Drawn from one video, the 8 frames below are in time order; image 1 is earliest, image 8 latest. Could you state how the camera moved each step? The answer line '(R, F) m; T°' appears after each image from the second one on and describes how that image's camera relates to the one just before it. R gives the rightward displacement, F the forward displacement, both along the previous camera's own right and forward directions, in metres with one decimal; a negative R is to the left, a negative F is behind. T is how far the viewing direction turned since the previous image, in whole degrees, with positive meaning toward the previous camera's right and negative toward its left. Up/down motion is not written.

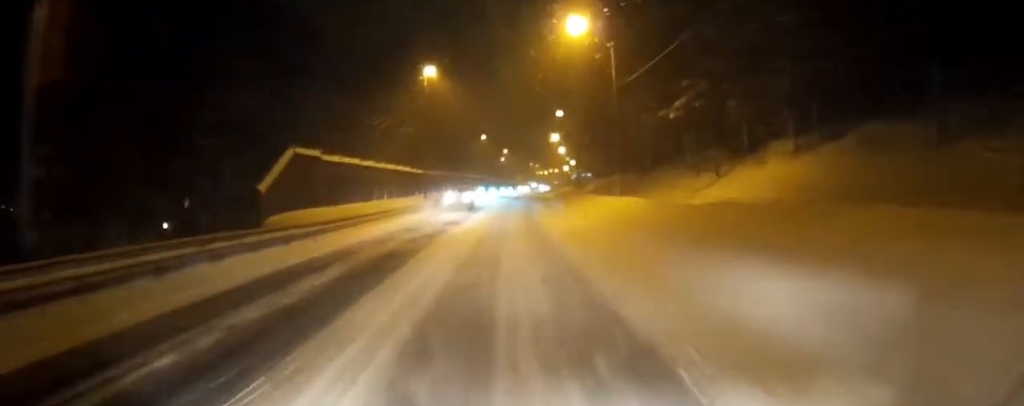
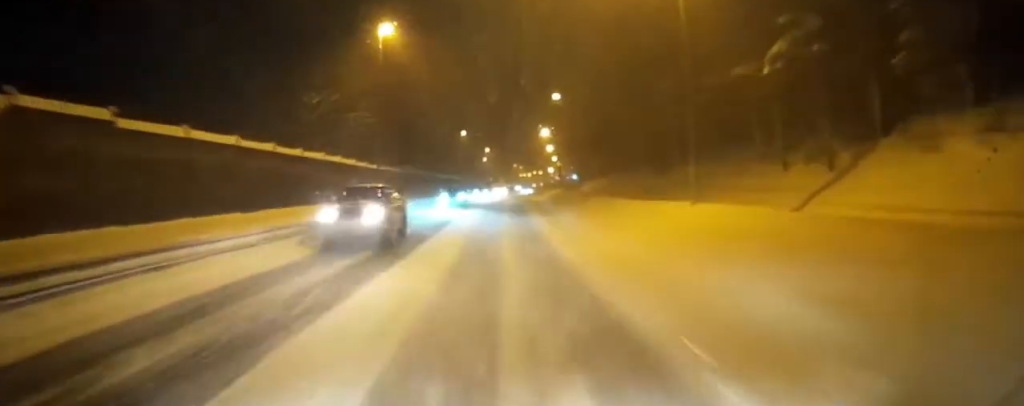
(+0.1, +13.2) m; +1°
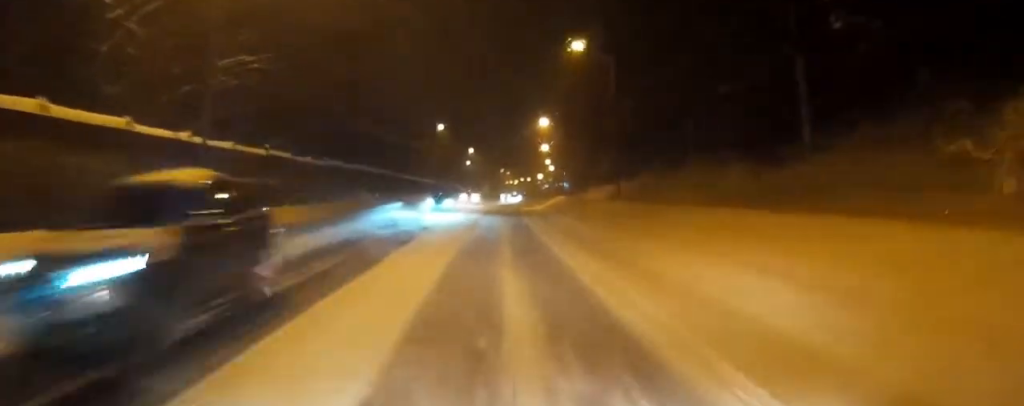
(+0.2, +19.9) m; 0°
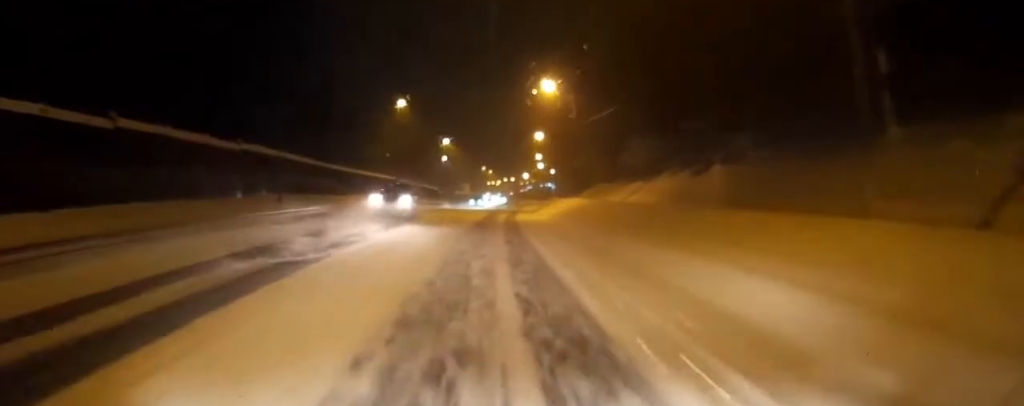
(+0.1, +22.6) m; +2°
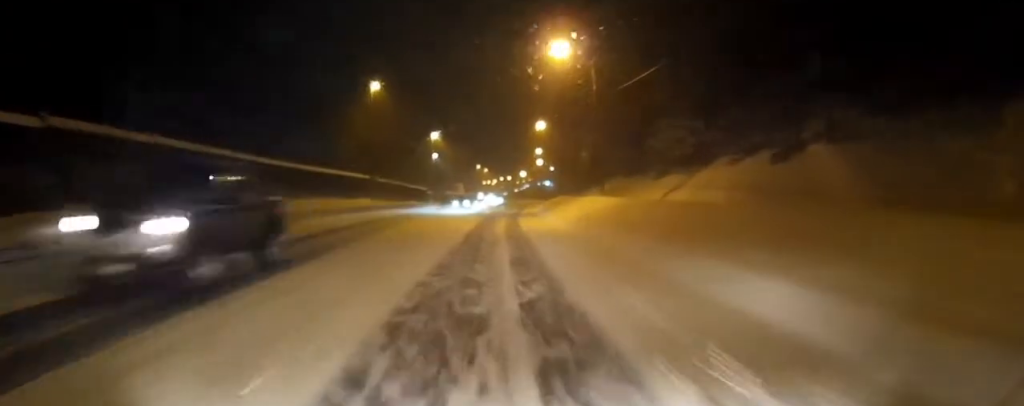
(+0.2, +11.3) m; +1°
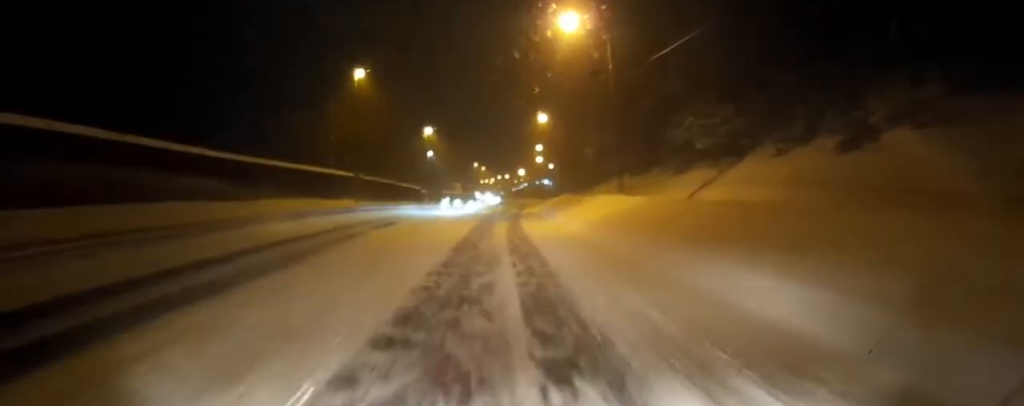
(0.0, +5.2) m; 0°
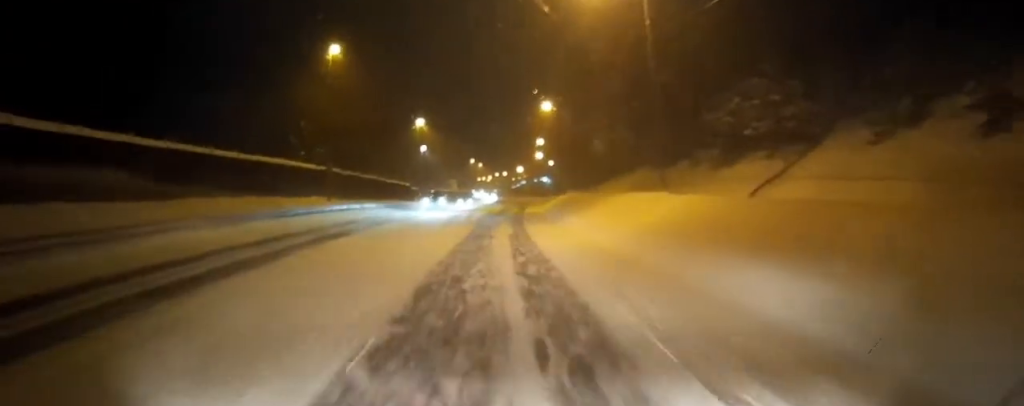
(0.0, +7.2) m; 0°
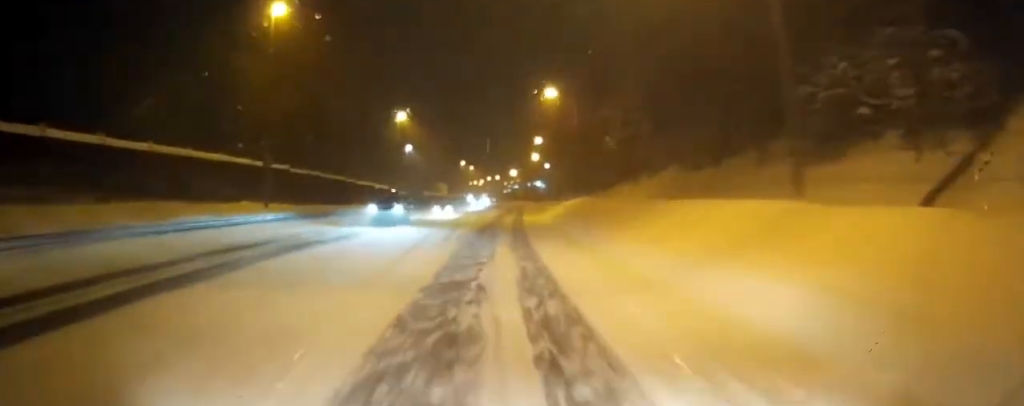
(0.0, +10.0) m; +1°
